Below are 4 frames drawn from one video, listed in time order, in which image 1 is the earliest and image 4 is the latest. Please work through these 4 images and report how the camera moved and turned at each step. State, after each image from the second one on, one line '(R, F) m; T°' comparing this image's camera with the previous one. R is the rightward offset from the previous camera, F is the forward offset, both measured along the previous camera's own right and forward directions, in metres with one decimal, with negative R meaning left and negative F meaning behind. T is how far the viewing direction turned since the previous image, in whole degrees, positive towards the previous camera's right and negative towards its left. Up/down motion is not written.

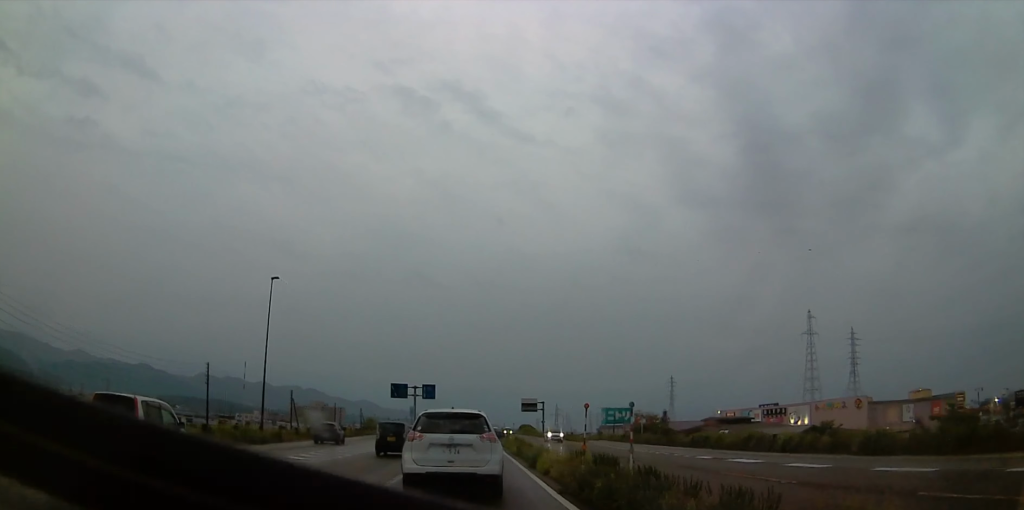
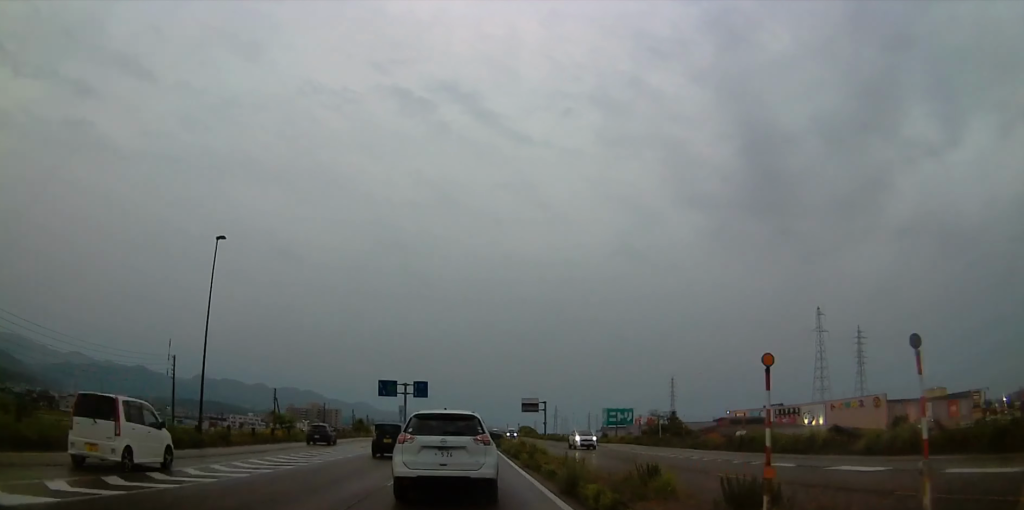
(+0.2, +9.8) m; 0°
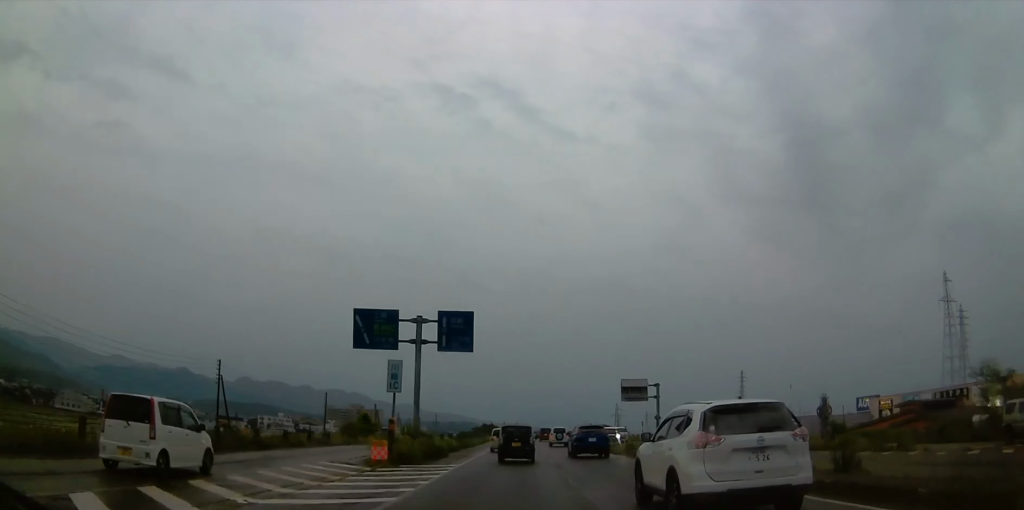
(-1.7, +50.1) m; -4°
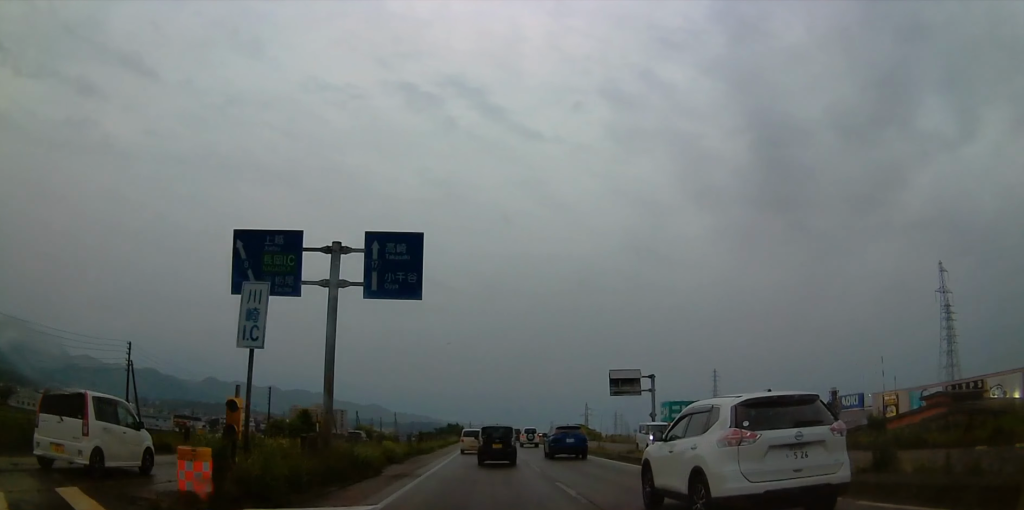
(0.0, +13.5) m; -1°
